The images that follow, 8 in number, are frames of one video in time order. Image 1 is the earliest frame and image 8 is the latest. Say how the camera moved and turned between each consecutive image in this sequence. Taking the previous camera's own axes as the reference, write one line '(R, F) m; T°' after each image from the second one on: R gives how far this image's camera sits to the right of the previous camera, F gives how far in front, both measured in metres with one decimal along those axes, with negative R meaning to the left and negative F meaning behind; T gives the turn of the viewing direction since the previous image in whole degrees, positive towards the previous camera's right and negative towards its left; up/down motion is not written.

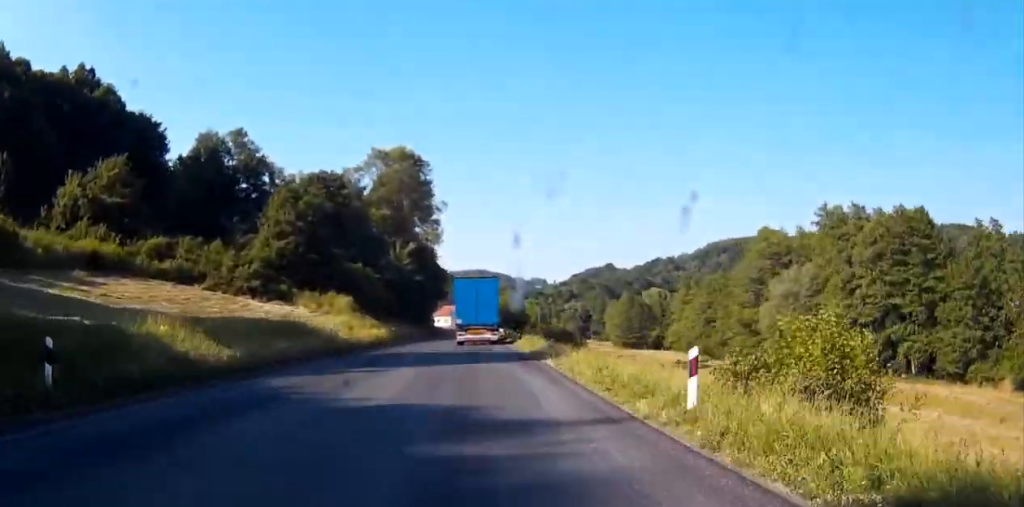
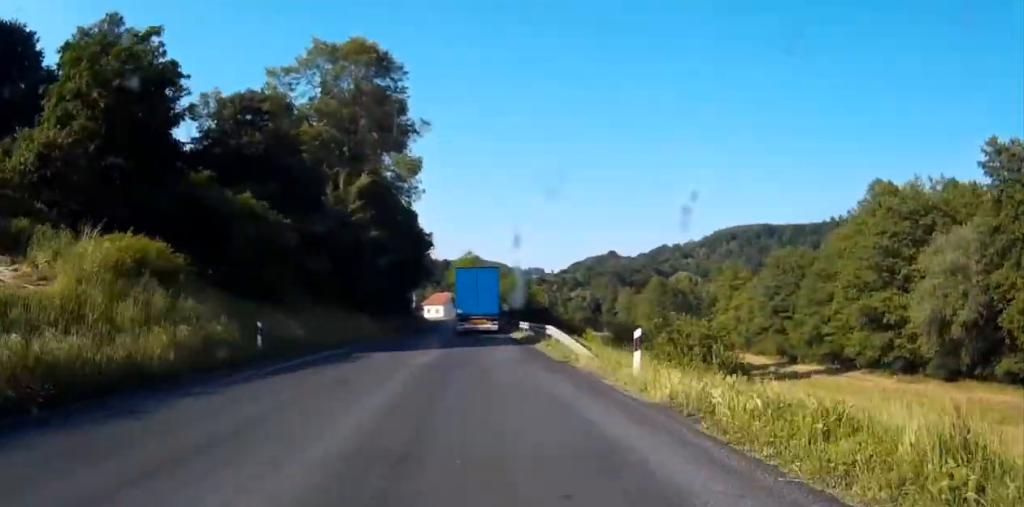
(+0.1, +36.4) m; 0°
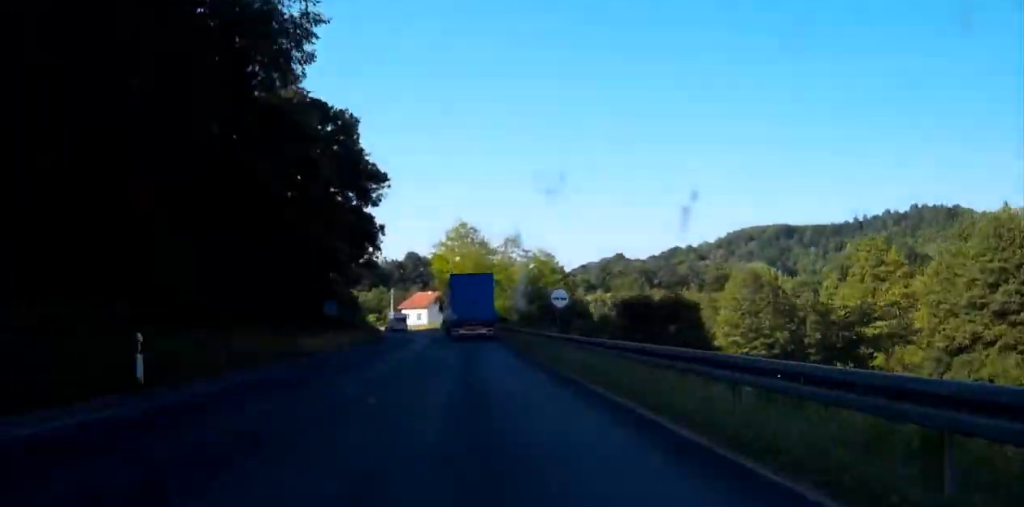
(+0.1, +55.7) m; -5°
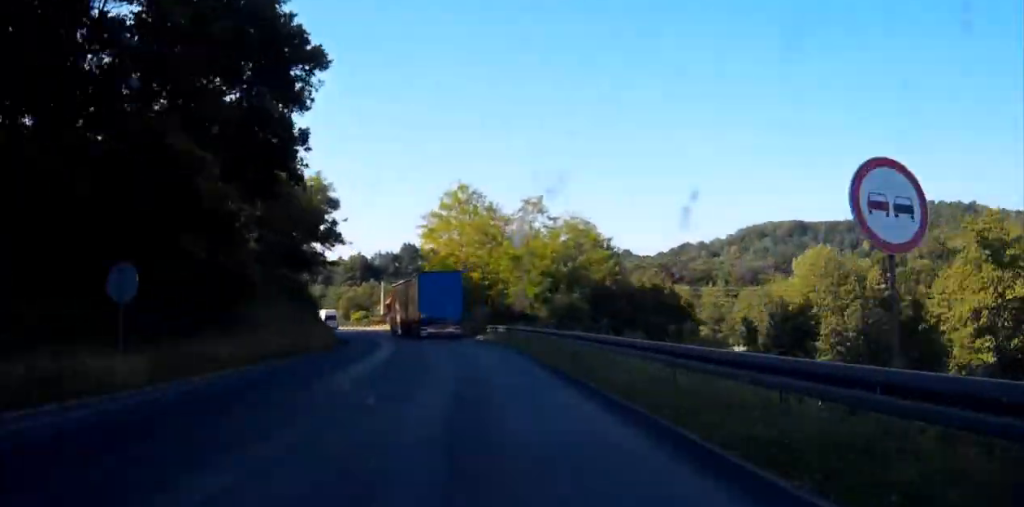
(-1.2, +24.6) m; -3°
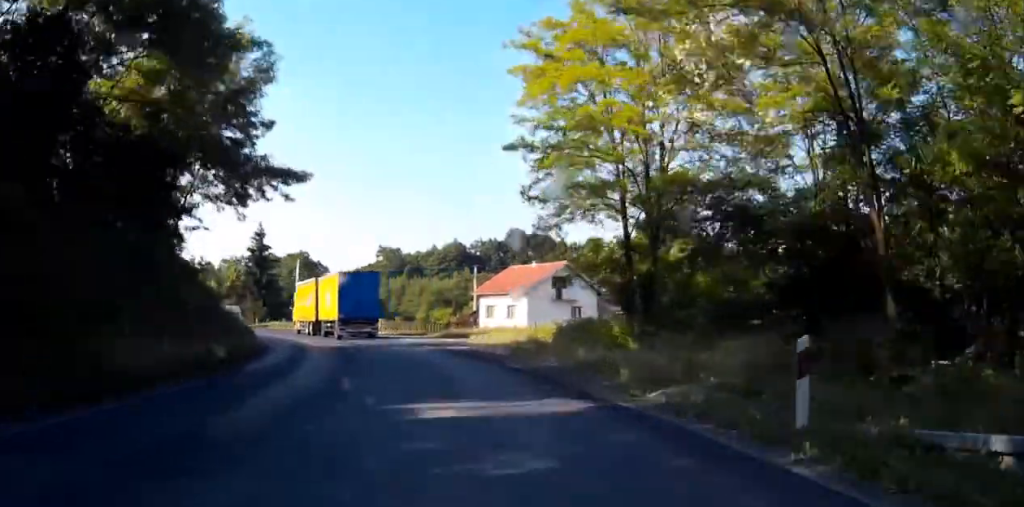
(-3.2, +47.3) m; -7°
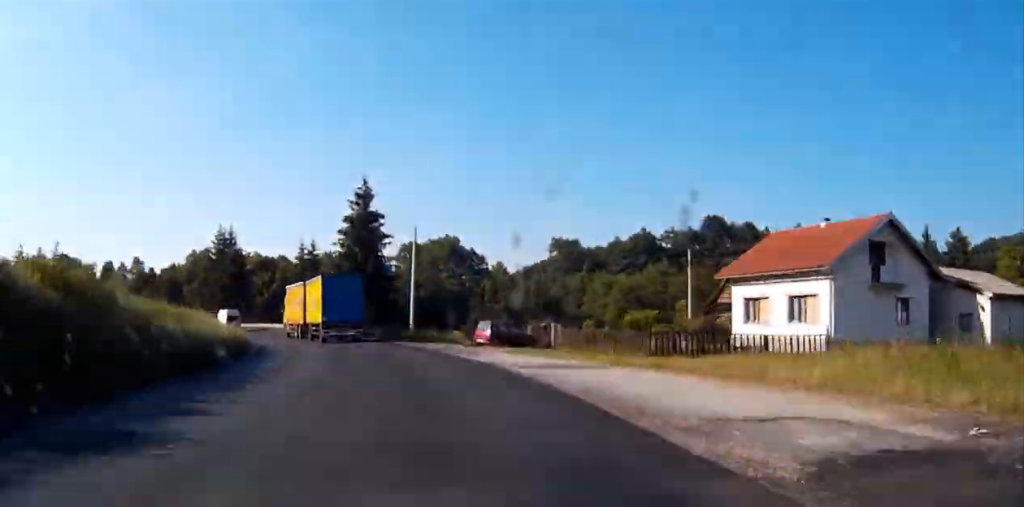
(+1.9, +34.7) m; -10°
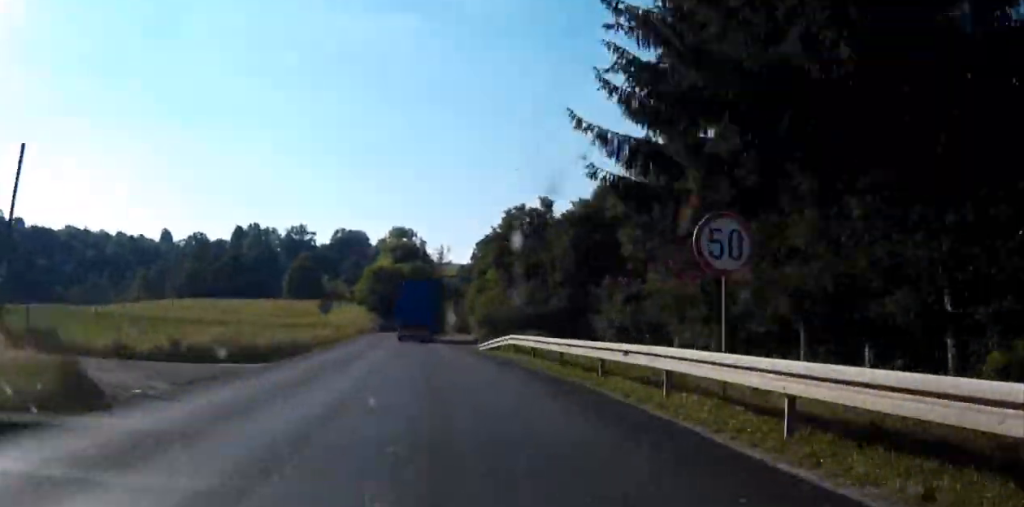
(-38.5, +92.5) m; -35°
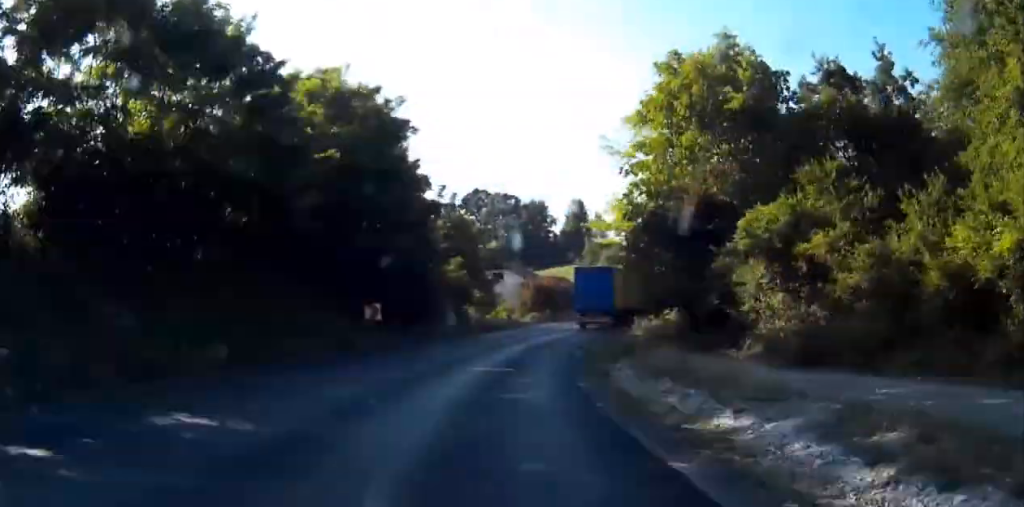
(-1.2, +104.2) m; +8°
